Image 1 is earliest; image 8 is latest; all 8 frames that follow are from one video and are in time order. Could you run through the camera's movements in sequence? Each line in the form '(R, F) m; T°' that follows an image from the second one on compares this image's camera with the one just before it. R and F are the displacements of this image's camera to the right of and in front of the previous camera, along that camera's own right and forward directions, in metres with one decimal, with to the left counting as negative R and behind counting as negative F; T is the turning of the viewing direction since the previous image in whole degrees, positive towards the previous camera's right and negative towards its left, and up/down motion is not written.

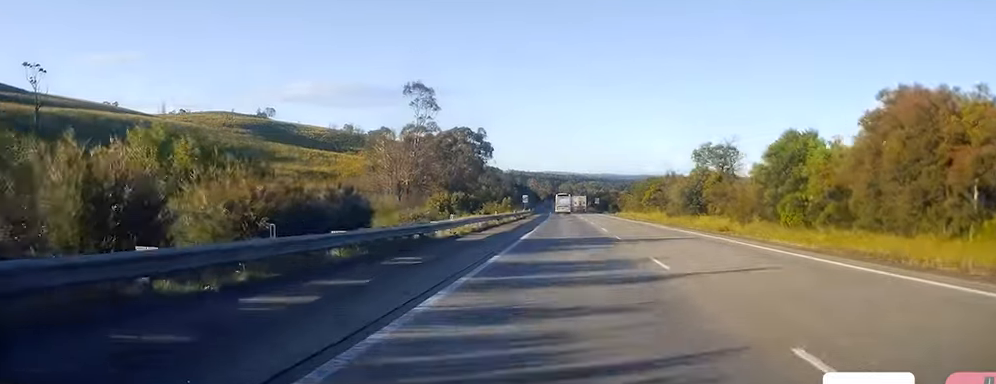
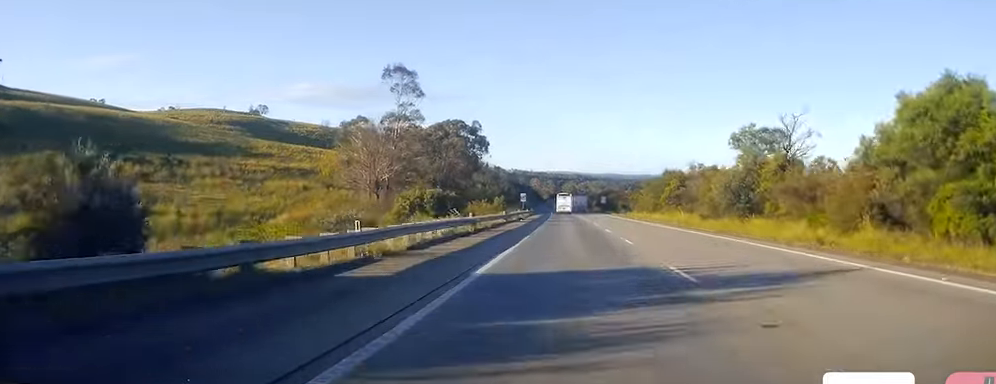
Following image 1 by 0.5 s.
(-0.1, +15.1) m; 0°
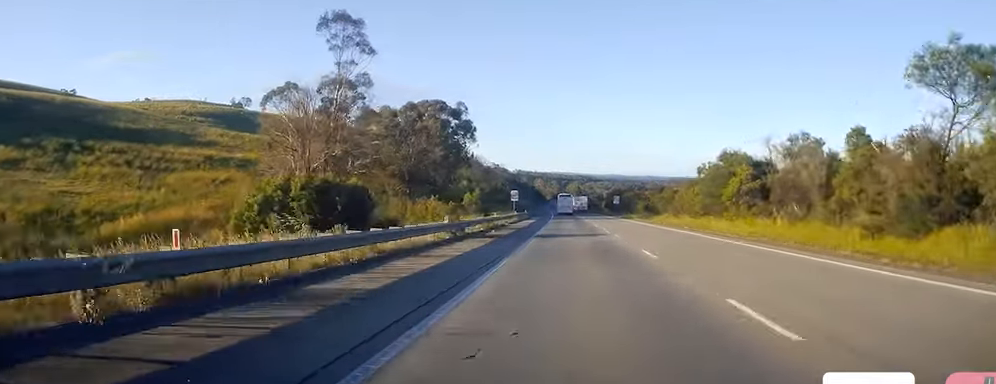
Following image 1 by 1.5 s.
(0.0, +29.1) m; -1°
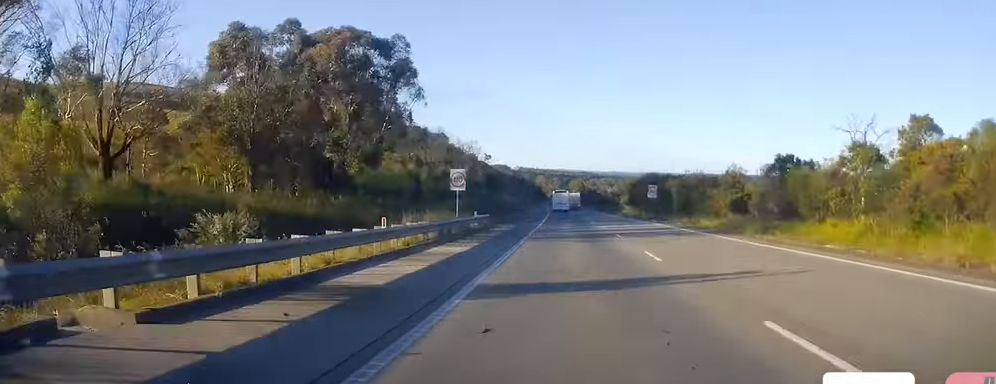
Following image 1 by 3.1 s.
(-0.1, +49.6) m; 0°
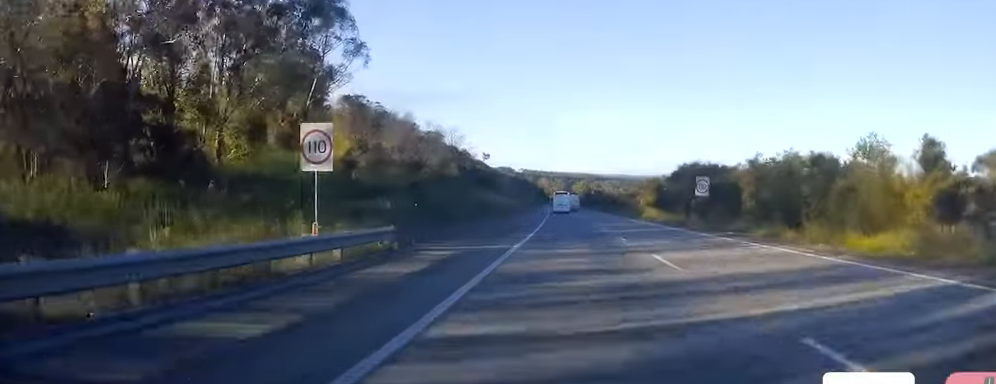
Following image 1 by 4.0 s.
(+0.1, +25.7) m; 0°
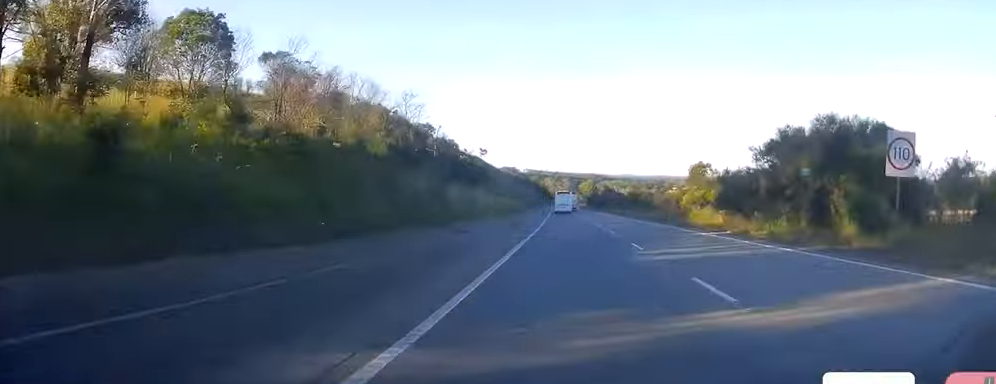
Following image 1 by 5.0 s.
(0.0, +29.6) m; -1°
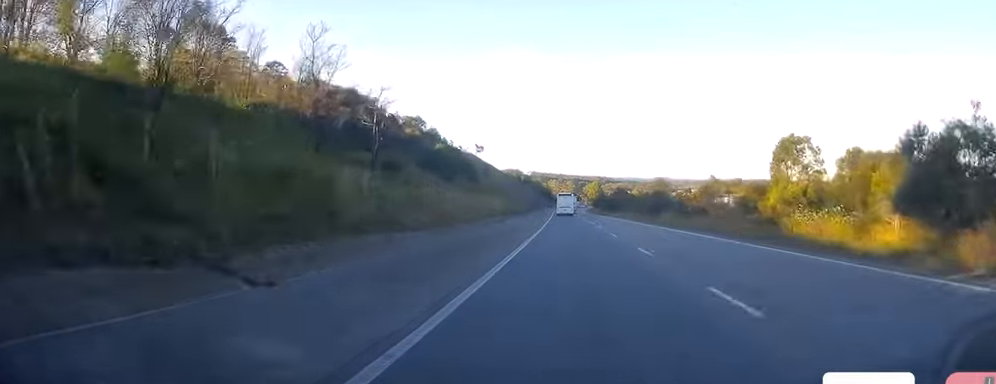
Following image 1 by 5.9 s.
(-0.2, +25.5) m; -1°
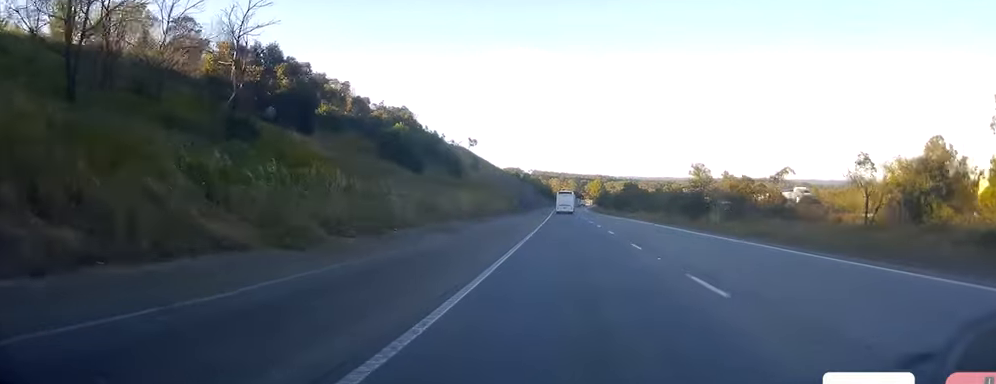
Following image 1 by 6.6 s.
(-0.2, +22.4) m; 0°
